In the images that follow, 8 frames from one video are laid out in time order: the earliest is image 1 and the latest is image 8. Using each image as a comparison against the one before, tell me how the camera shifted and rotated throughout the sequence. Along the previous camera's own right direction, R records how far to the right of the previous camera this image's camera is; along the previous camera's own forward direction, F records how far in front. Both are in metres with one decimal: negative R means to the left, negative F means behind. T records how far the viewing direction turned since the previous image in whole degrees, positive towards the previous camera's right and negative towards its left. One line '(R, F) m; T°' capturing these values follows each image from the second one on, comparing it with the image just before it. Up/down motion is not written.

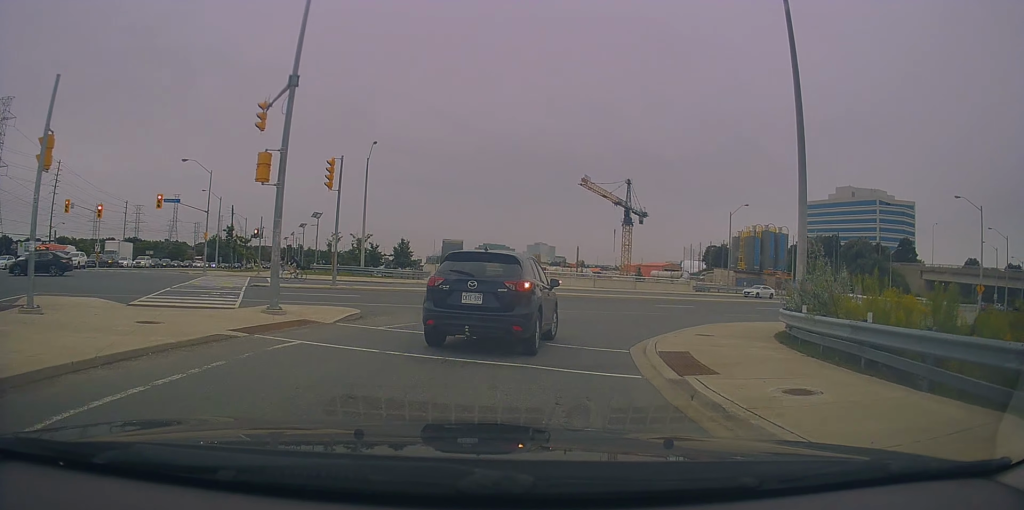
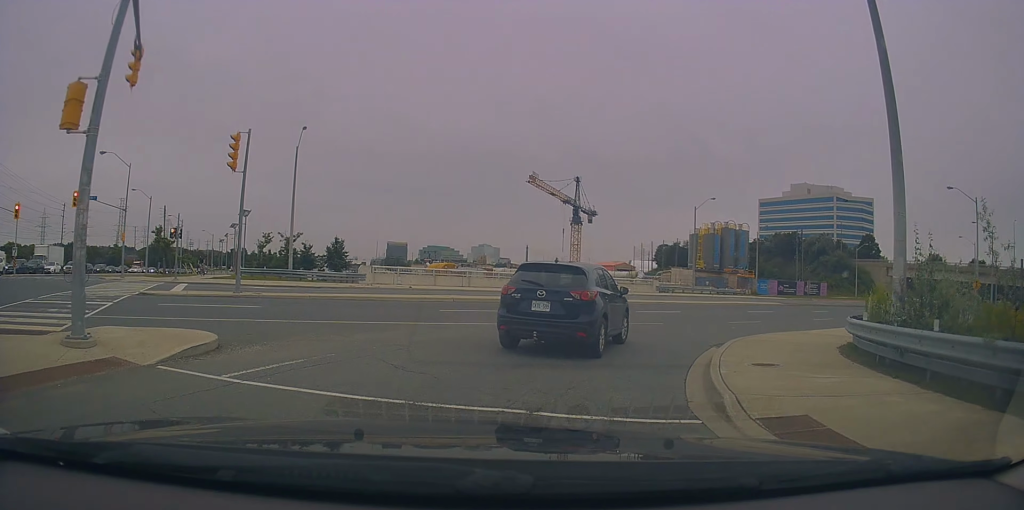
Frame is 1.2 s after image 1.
(+0.5, +6.0) m; +5°
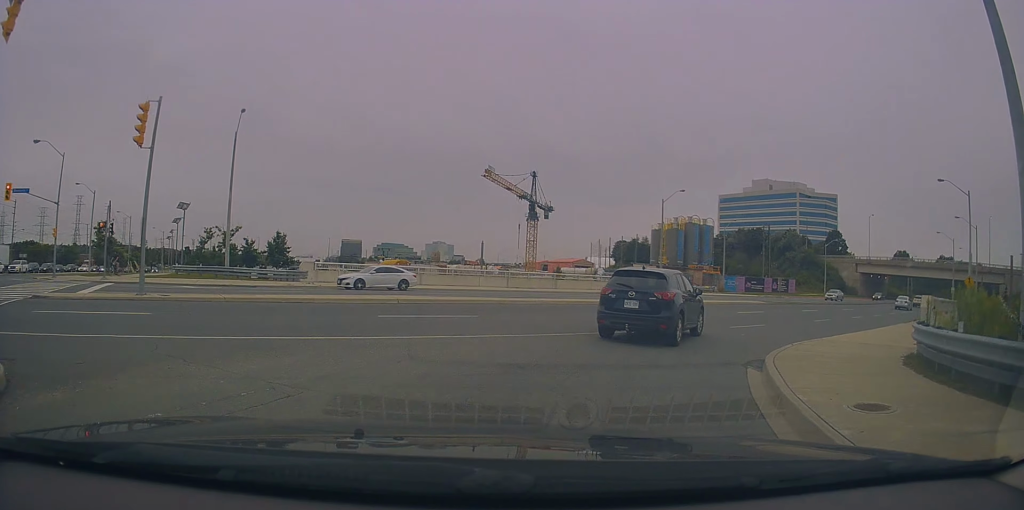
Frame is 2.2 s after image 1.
(-0.1, +4.5) m; +7°
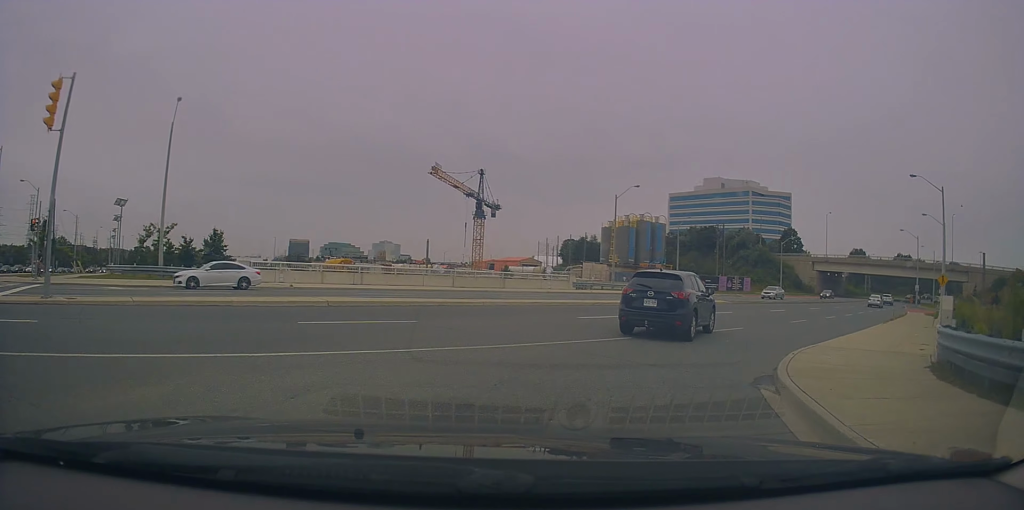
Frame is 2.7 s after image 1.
(+0.1, +2.5) m; +8°
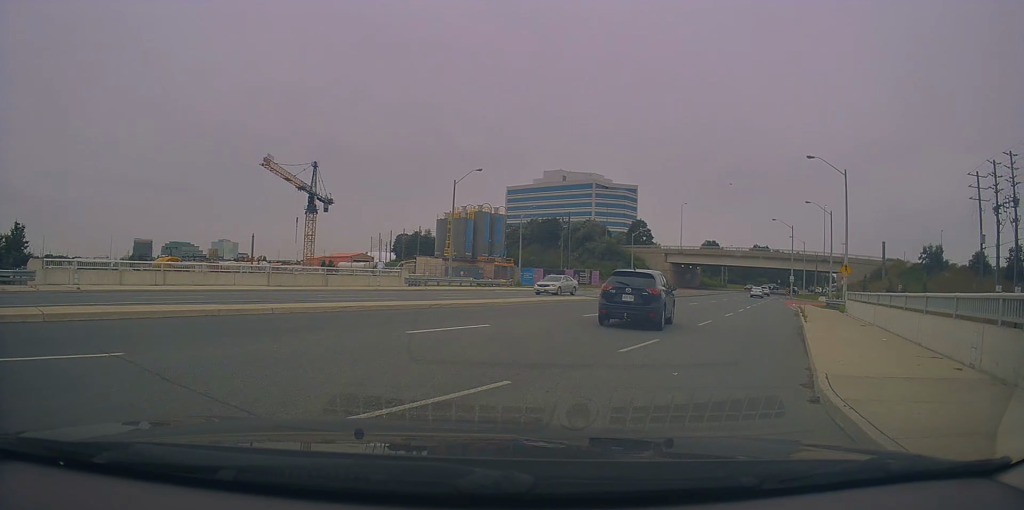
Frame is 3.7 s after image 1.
(+1.3, +6.3) m; +20°
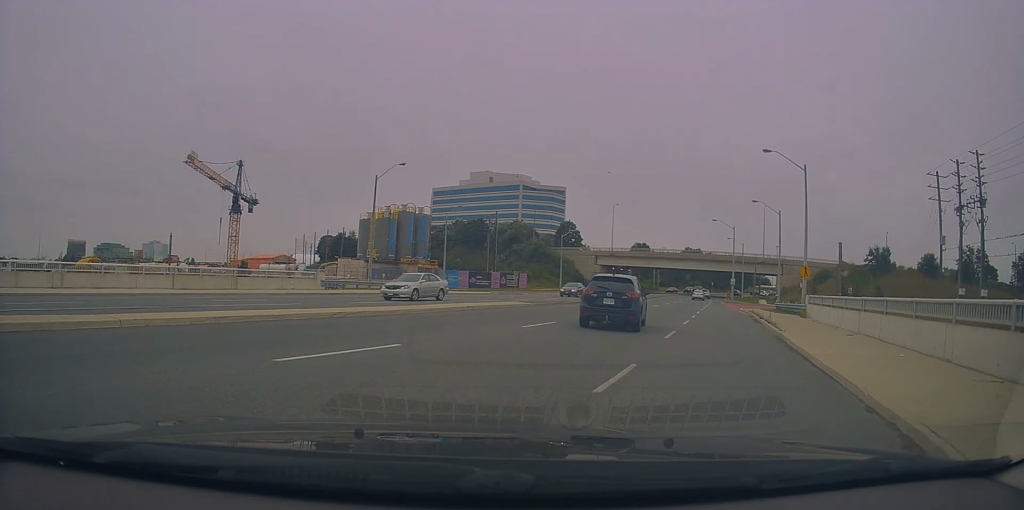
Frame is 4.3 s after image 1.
(+0.4, +3.9) m; +5°
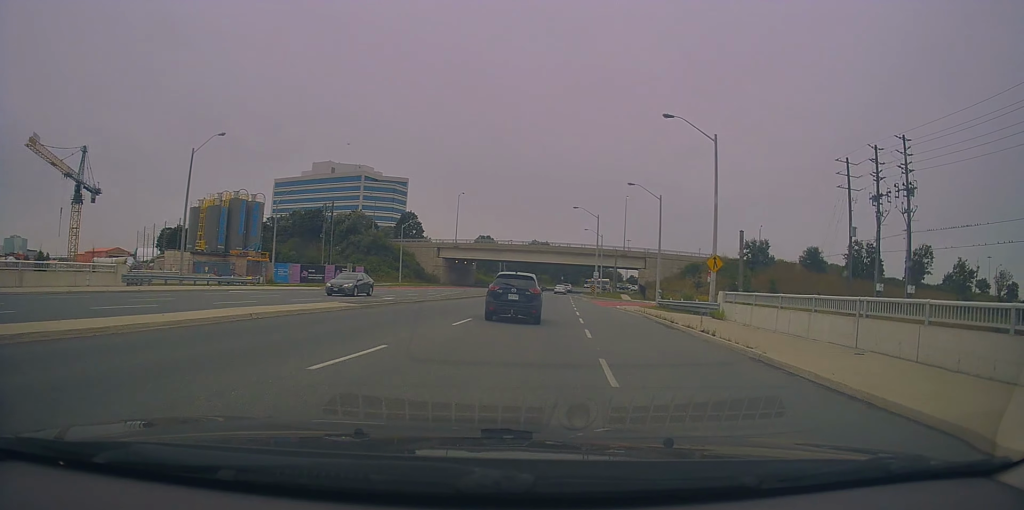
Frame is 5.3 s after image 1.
(+0.3, +8.7) m; +11°
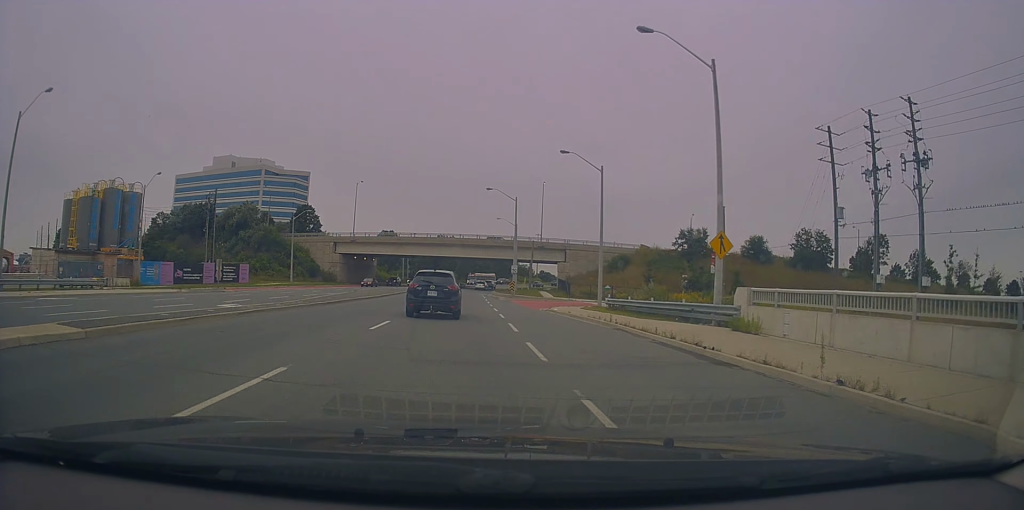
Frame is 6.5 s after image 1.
(+1.6, +11.7) m; +7°
